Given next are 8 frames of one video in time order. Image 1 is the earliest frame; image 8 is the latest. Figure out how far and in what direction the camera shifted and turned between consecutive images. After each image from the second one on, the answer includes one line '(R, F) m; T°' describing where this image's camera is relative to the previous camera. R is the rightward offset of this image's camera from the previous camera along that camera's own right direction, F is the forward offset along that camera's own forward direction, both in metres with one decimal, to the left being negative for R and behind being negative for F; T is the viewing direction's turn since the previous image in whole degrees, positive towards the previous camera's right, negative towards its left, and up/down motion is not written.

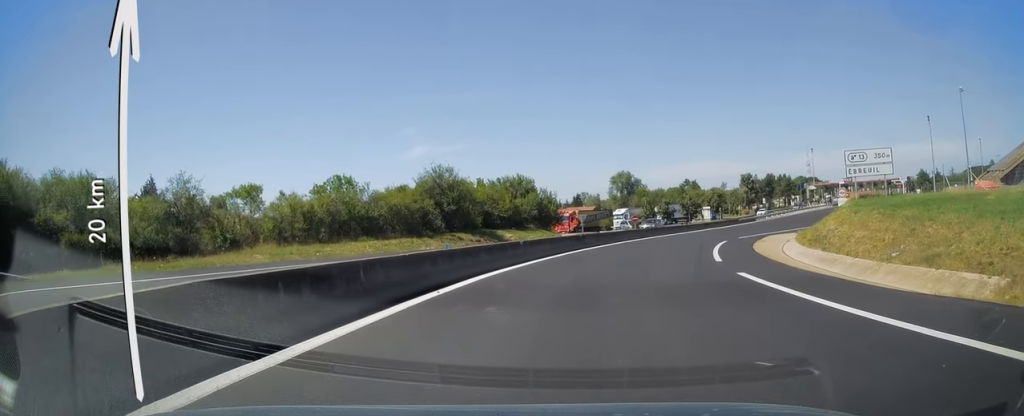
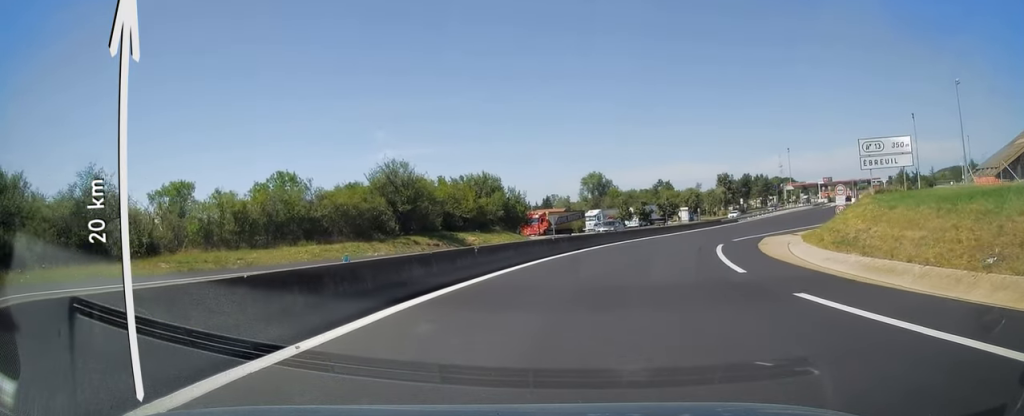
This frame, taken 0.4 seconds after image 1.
(+0.2, +6.0) m; +3°
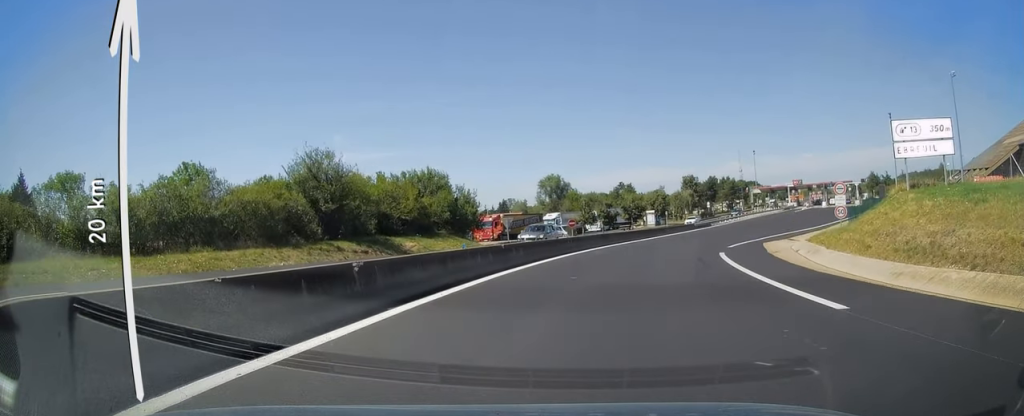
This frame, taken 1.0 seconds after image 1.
(+0.1, +8.0) m; +4°
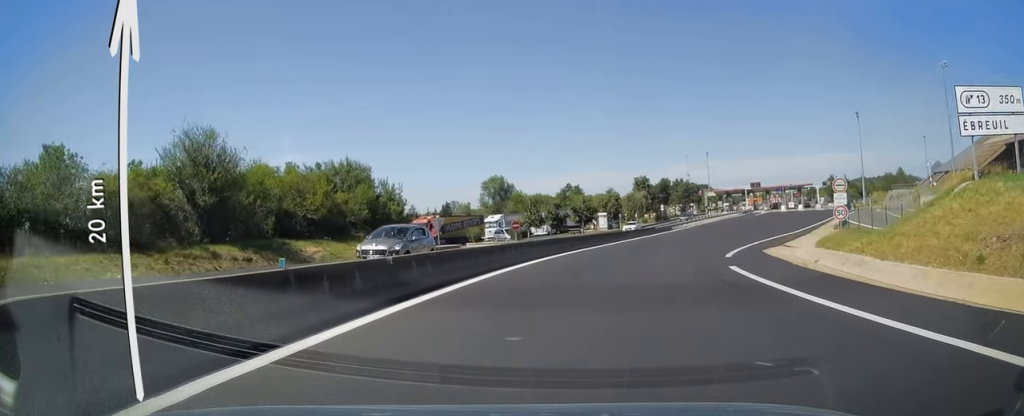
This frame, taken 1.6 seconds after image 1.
(+0.4, +8.9) m; +5°
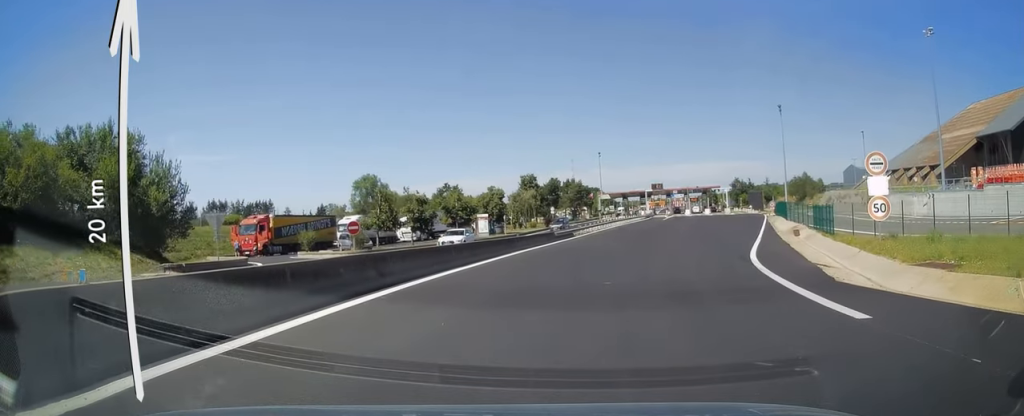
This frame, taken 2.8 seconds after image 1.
(+1.5, +18.0) m; +10°
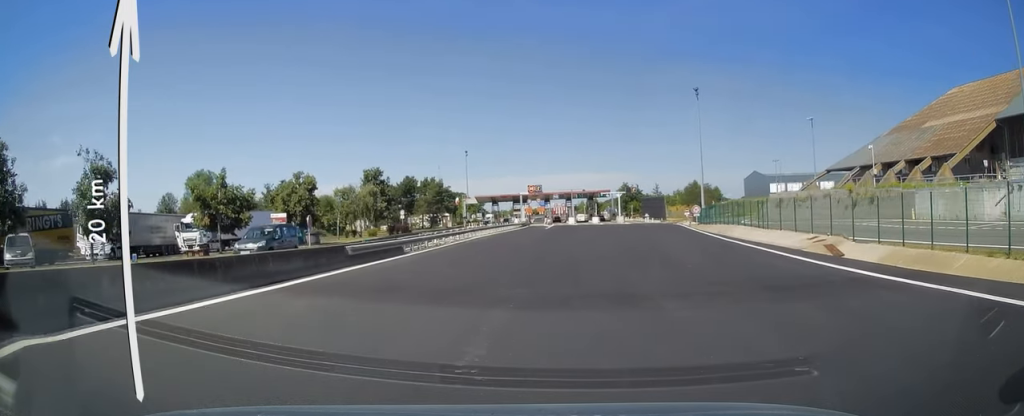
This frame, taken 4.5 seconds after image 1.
(+3.5, +26.4) m; +13°
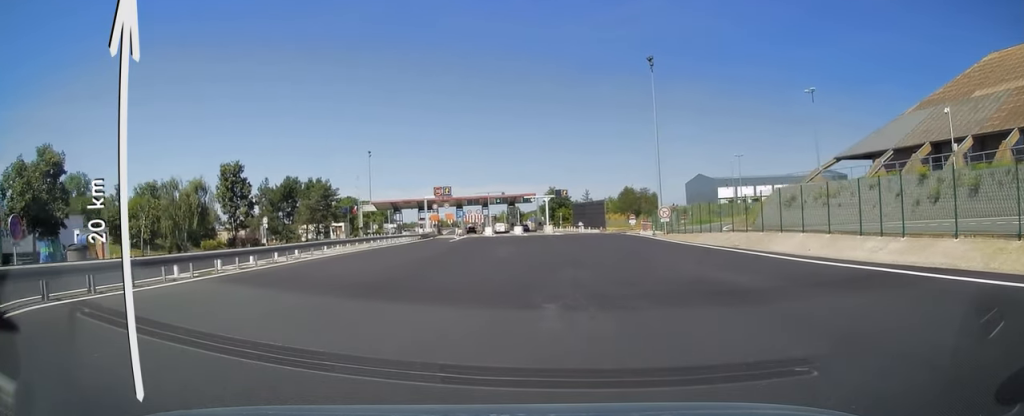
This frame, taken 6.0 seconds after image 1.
(+1.5, +23.3) m; +7°
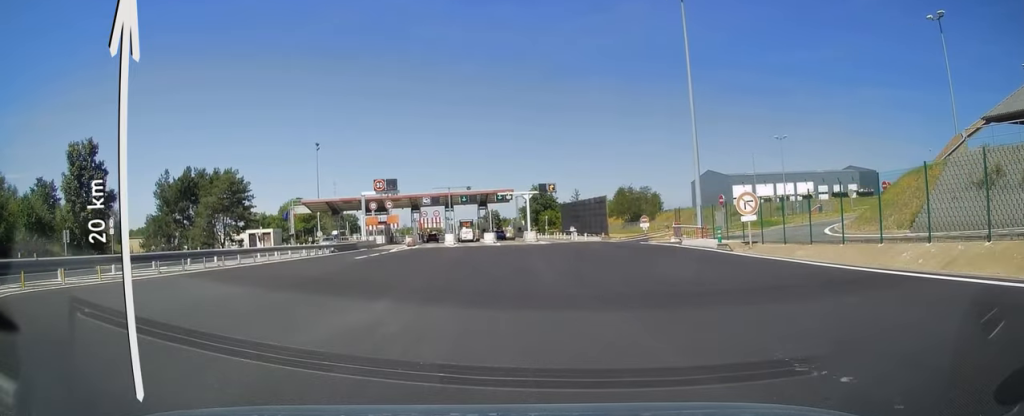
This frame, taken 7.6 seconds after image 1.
(+1.3, +25.6) m; +3°
